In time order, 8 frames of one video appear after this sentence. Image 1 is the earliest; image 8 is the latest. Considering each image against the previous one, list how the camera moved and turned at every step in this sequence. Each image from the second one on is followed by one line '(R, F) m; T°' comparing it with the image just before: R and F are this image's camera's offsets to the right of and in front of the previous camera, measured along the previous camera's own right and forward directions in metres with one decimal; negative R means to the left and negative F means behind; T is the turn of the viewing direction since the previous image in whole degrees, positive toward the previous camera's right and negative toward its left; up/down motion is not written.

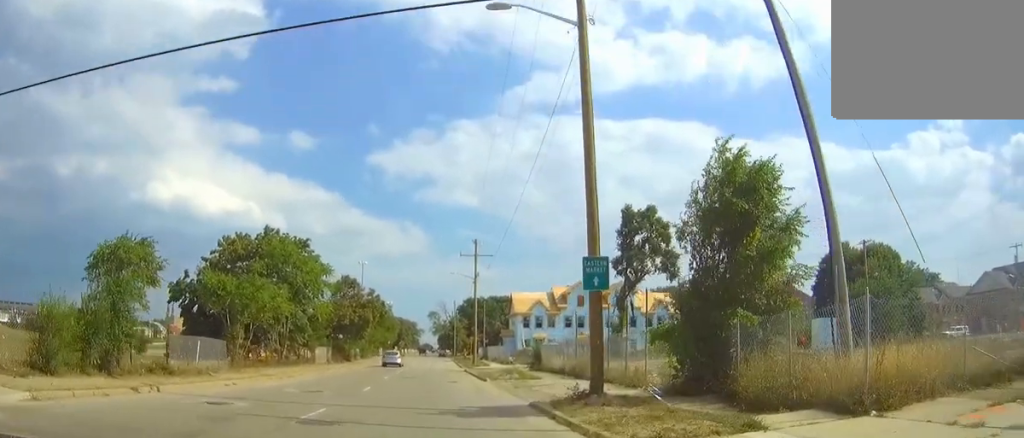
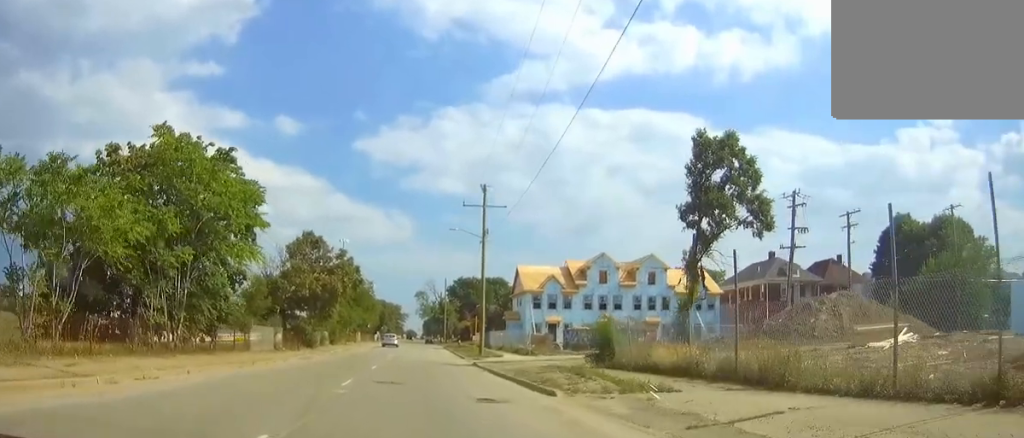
(+0.2, +19.4) m; +2°
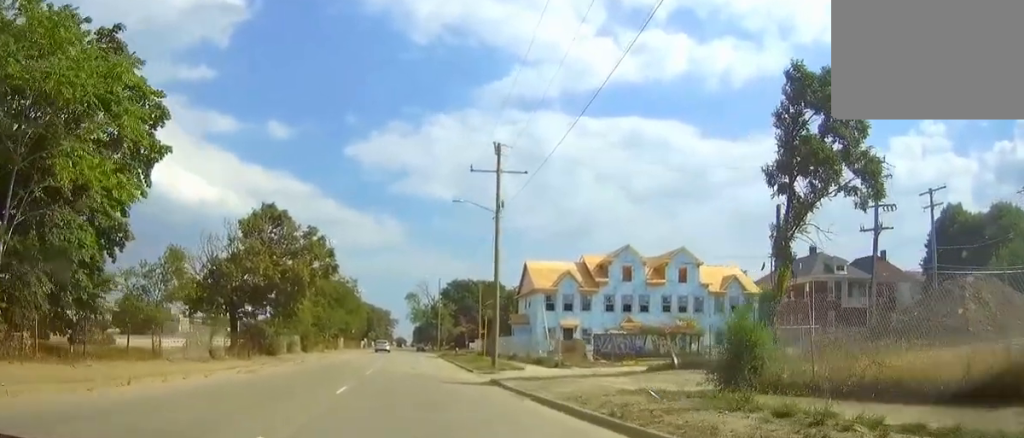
(+0.1, +12.6) m; +1°
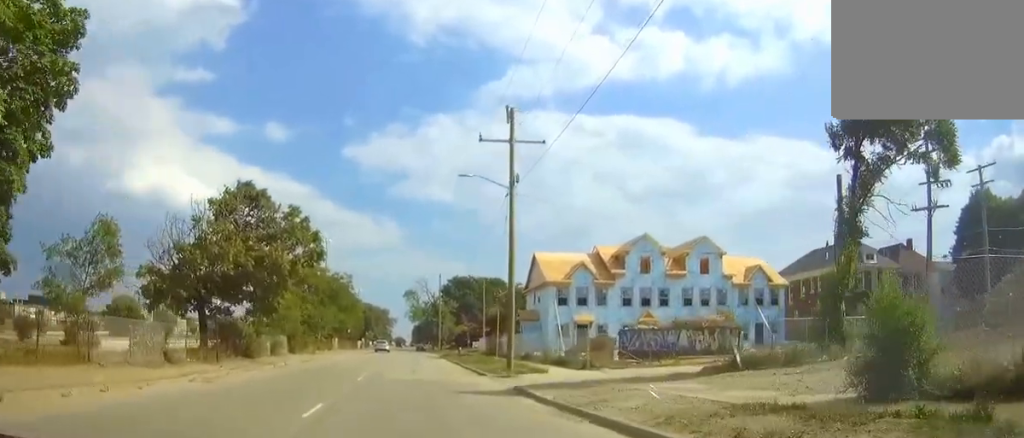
(0.0, +6.1) m; 0°
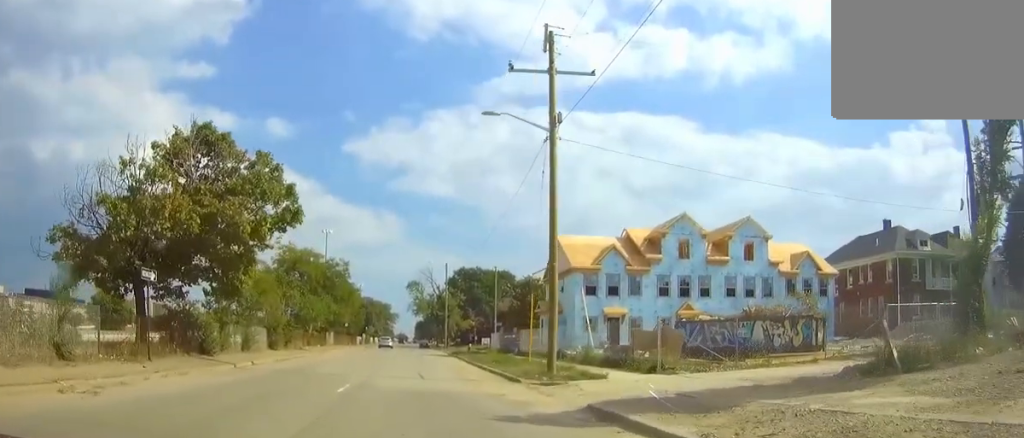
(0.0, +8.8) m; 0°
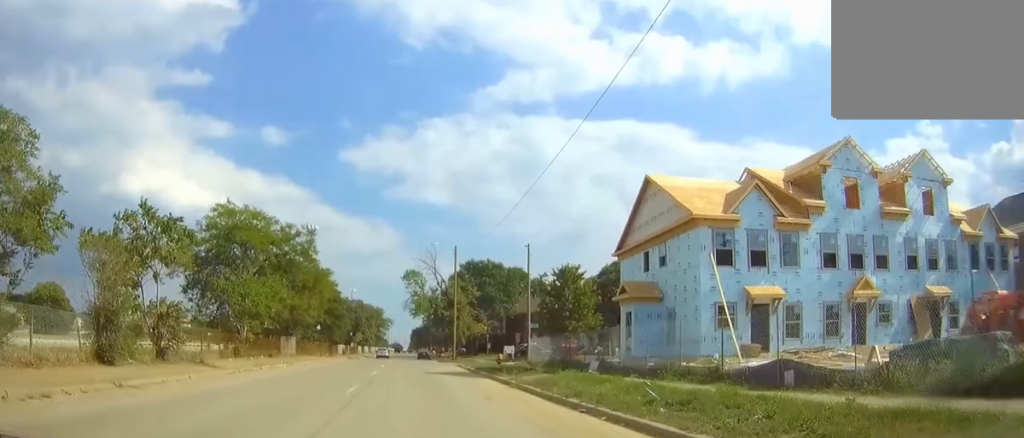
(+0.3, +24.2) m; +1°
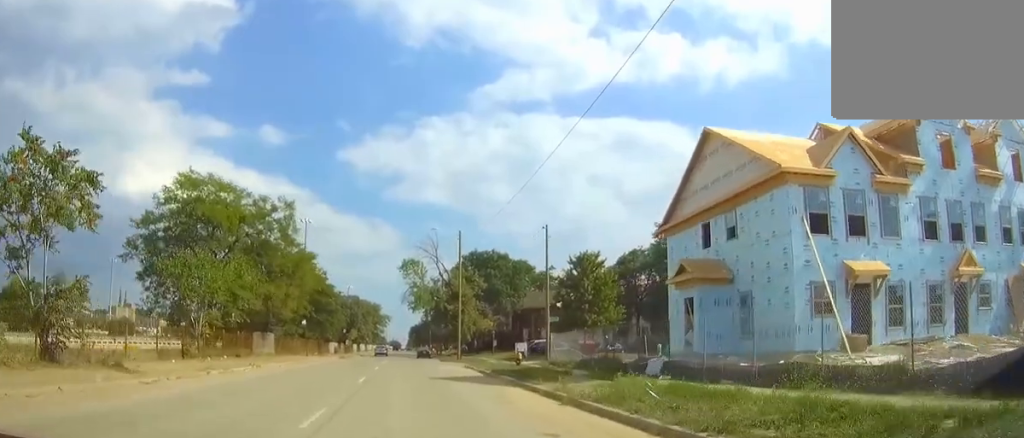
(-0.1, +8.1) m; 0°
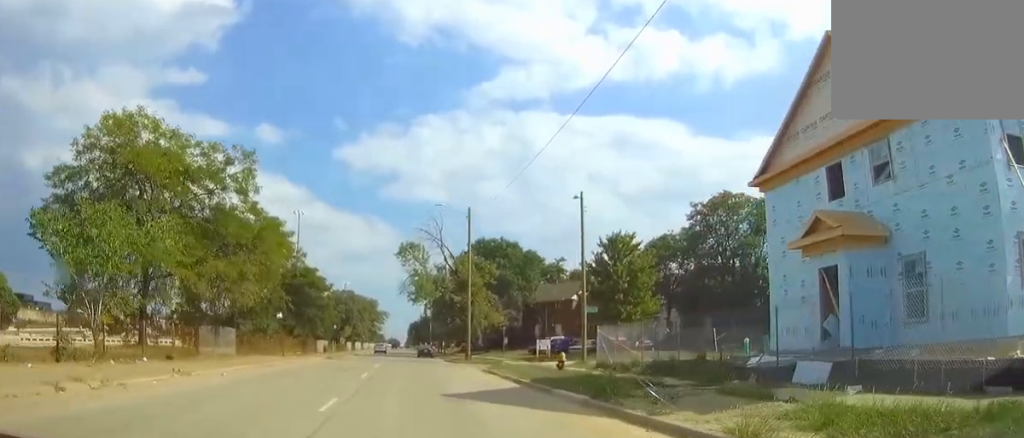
(0.0, +9.8) m; 0°
